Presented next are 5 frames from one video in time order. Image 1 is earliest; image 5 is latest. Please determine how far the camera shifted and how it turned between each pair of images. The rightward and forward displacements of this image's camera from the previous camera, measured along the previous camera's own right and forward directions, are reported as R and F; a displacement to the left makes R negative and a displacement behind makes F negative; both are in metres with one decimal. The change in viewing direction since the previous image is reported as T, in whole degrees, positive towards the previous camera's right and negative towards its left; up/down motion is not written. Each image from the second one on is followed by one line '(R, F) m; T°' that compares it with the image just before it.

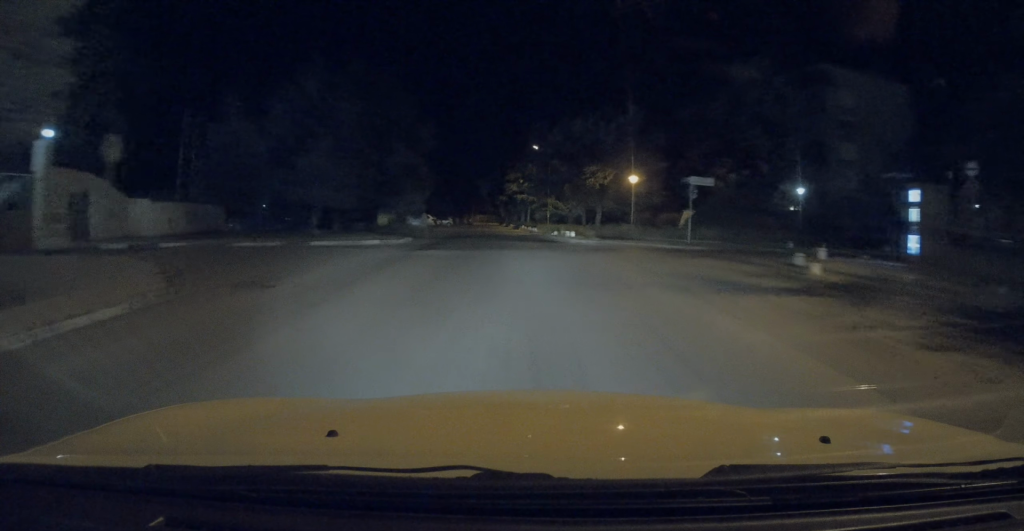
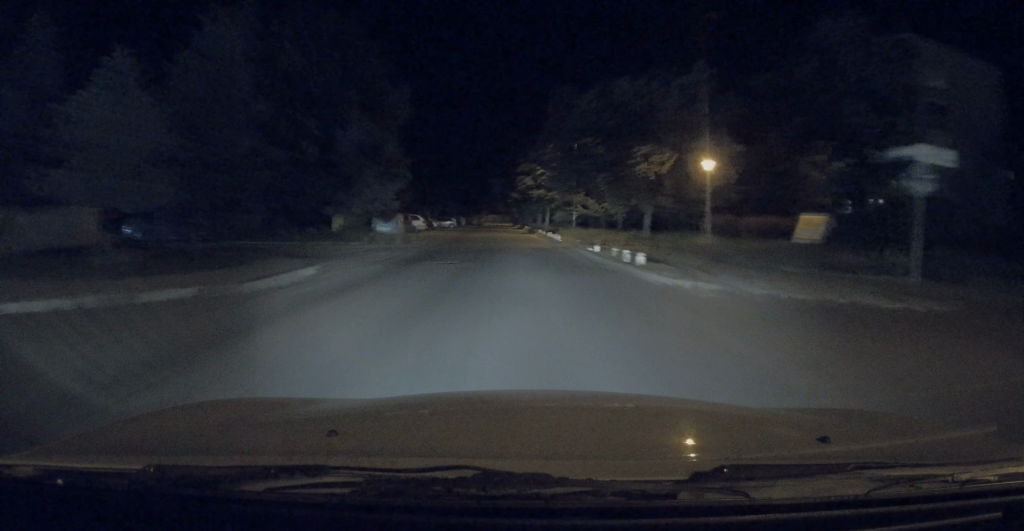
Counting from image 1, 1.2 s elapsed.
(-0.4, +12.2) m; -2°
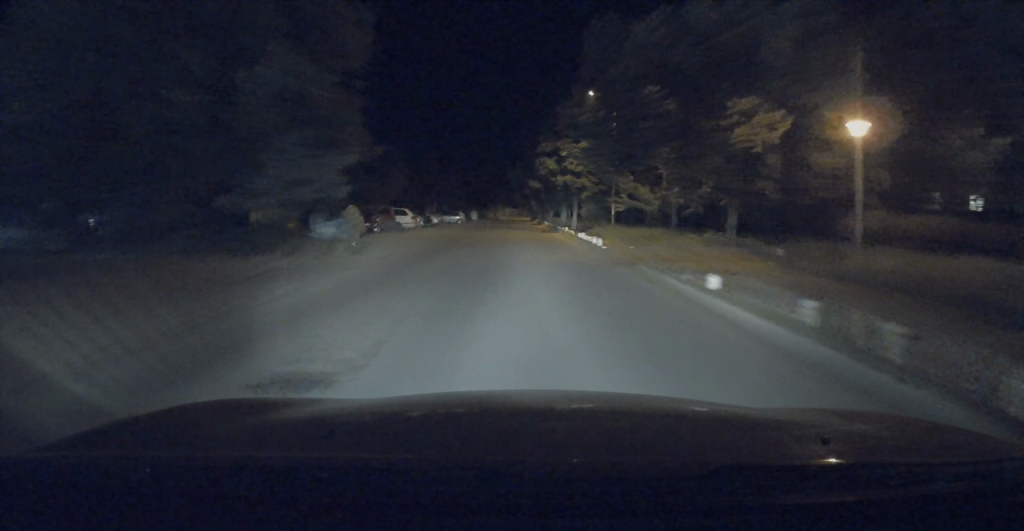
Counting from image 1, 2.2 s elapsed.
(0.0, +10.4) m; -1°
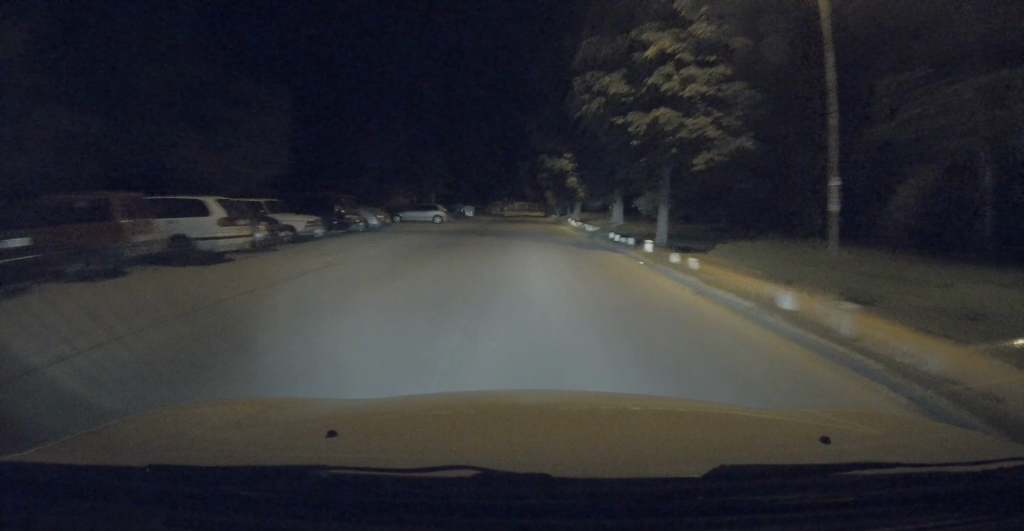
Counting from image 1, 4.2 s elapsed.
(-0.6, +21.8) m; -1°
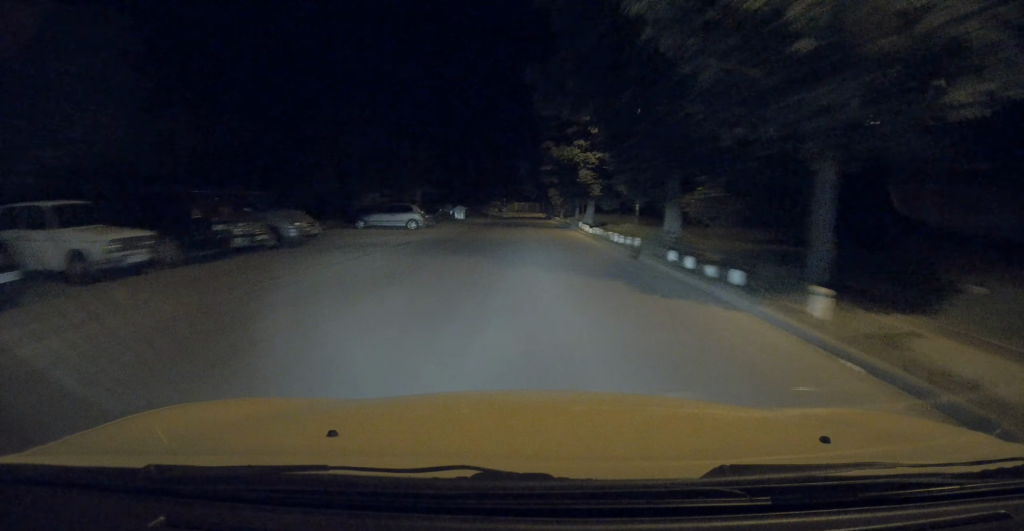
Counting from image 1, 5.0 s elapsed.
(+0.1, +8.9) m; +1°
